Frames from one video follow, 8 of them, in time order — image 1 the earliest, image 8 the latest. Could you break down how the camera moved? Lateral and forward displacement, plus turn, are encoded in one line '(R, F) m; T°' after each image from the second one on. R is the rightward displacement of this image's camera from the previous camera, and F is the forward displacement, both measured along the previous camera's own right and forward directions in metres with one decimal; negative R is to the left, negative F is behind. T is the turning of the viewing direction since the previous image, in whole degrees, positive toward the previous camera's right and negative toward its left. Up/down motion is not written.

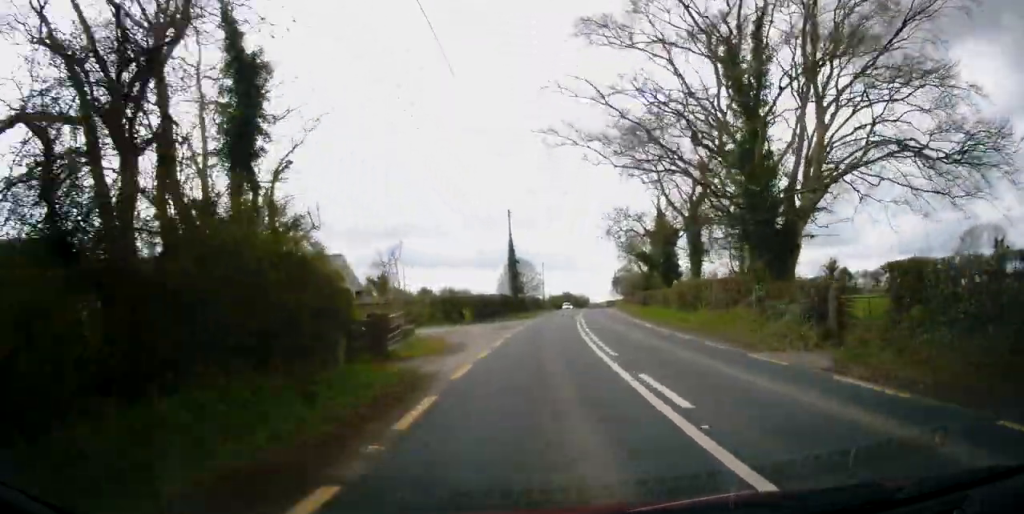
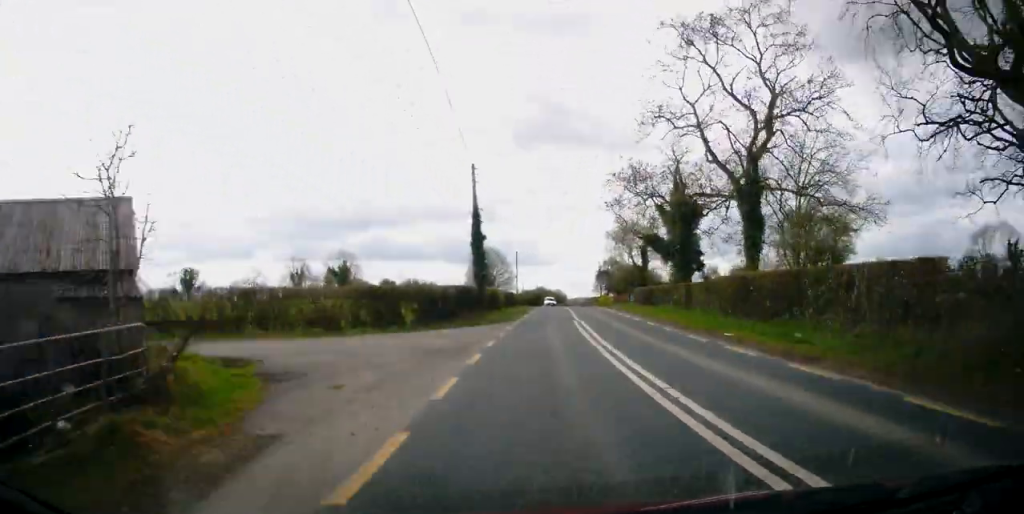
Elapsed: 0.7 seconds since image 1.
(+0.9, +14.1) m; +3°
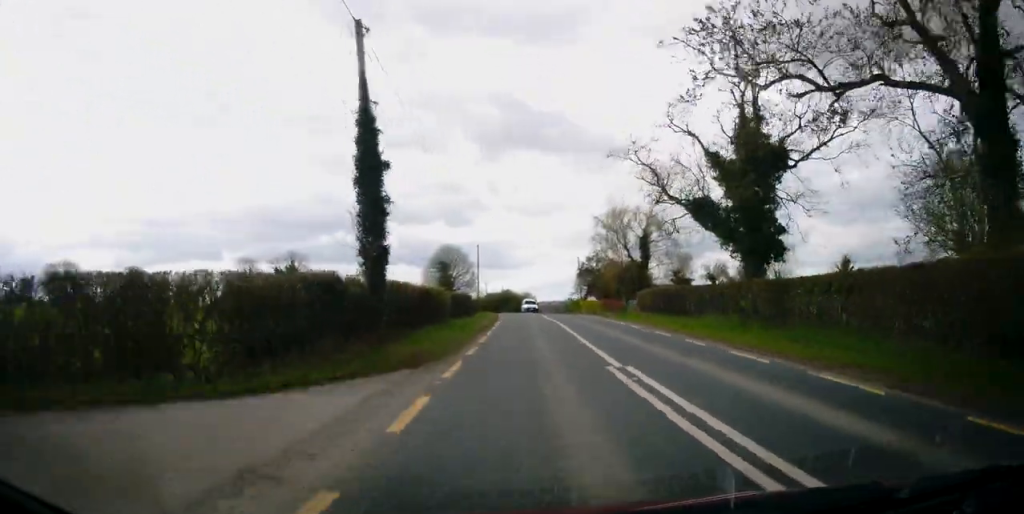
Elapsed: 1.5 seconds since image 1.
(+0.5, +17.7) m; +3°
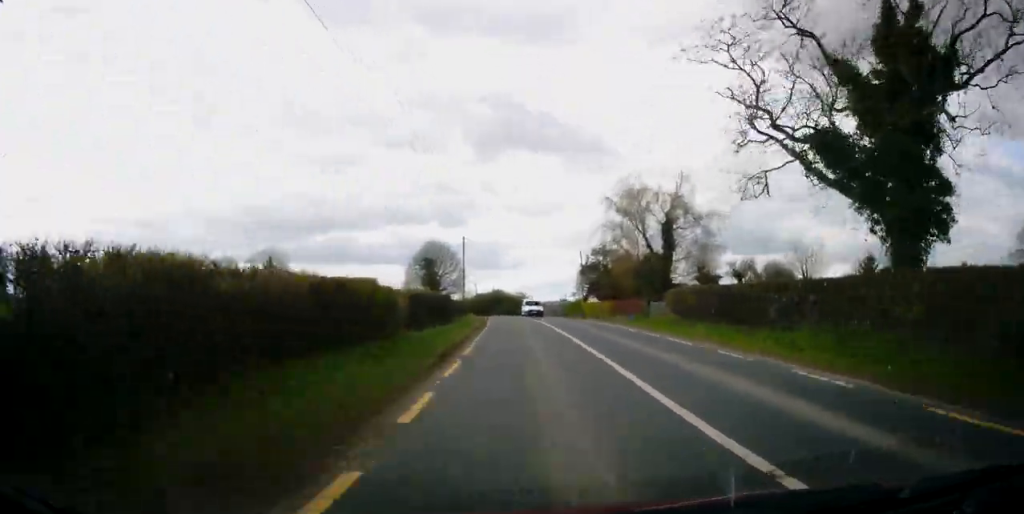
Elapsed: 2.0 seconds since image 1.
(-0.2, +11.3) m; +1°
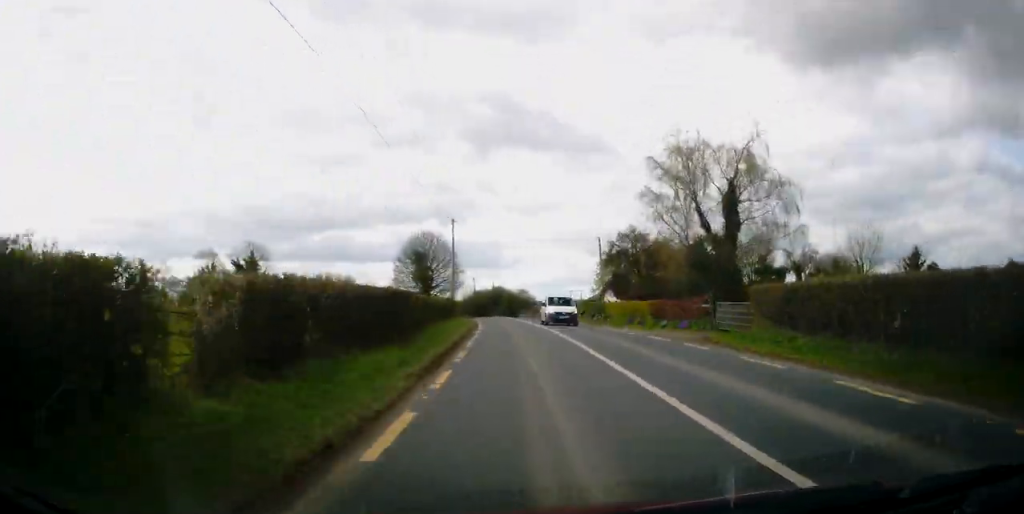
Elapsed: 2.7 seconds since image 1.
(+0.5, +13.5) m; 0°
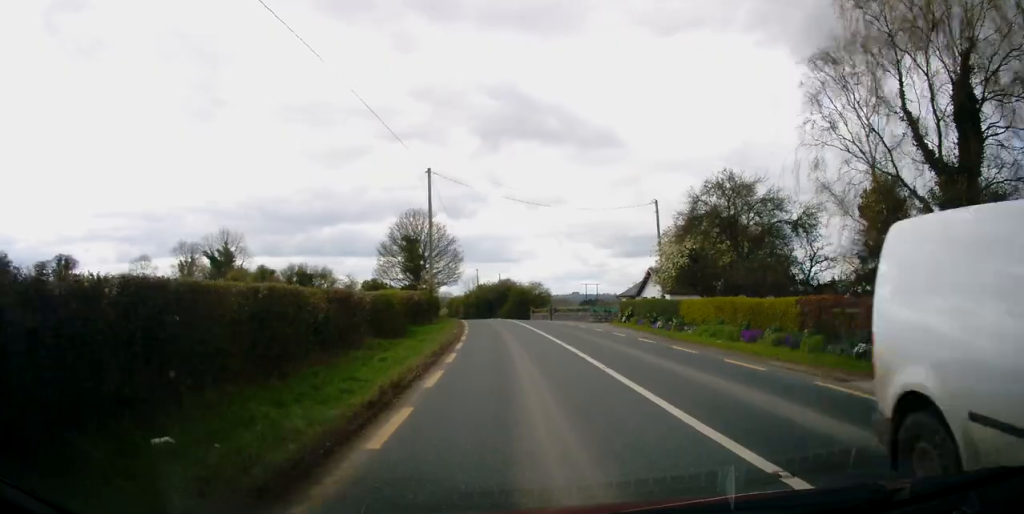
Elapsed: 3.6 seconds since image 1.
(0.0, +19.4) m; -1°
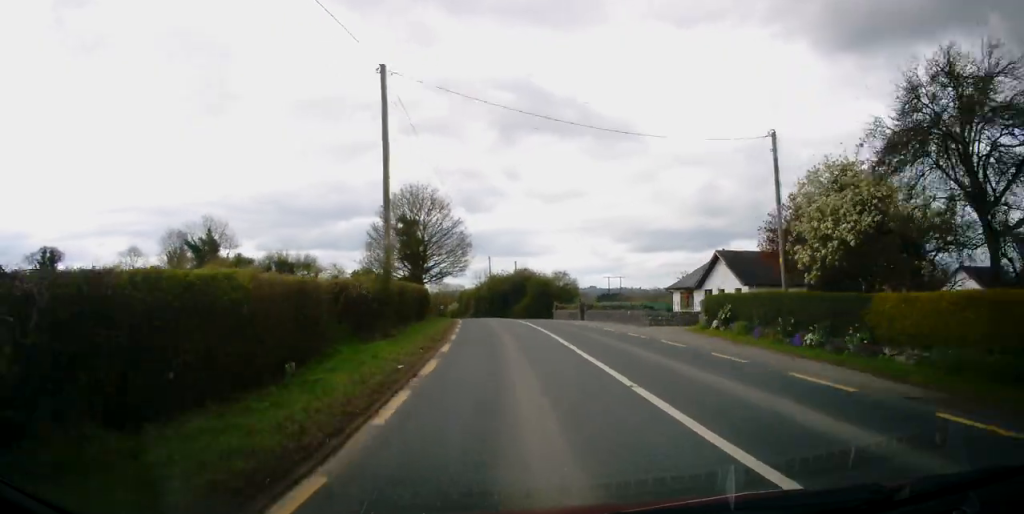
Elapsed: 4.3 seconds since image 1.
(-0.2, +15.2) m; -2°
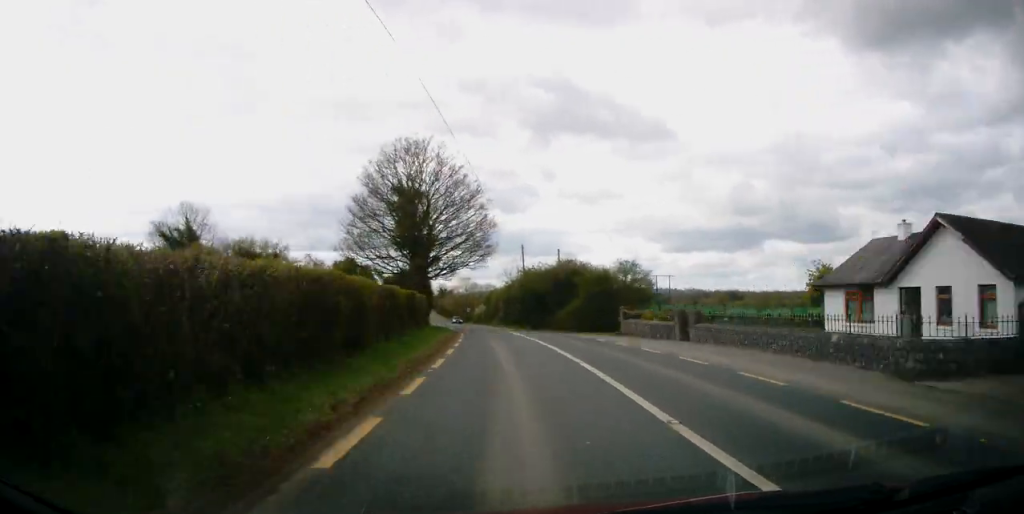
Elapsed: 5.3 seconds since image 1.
(-0.3, +21.6) m; -2°
